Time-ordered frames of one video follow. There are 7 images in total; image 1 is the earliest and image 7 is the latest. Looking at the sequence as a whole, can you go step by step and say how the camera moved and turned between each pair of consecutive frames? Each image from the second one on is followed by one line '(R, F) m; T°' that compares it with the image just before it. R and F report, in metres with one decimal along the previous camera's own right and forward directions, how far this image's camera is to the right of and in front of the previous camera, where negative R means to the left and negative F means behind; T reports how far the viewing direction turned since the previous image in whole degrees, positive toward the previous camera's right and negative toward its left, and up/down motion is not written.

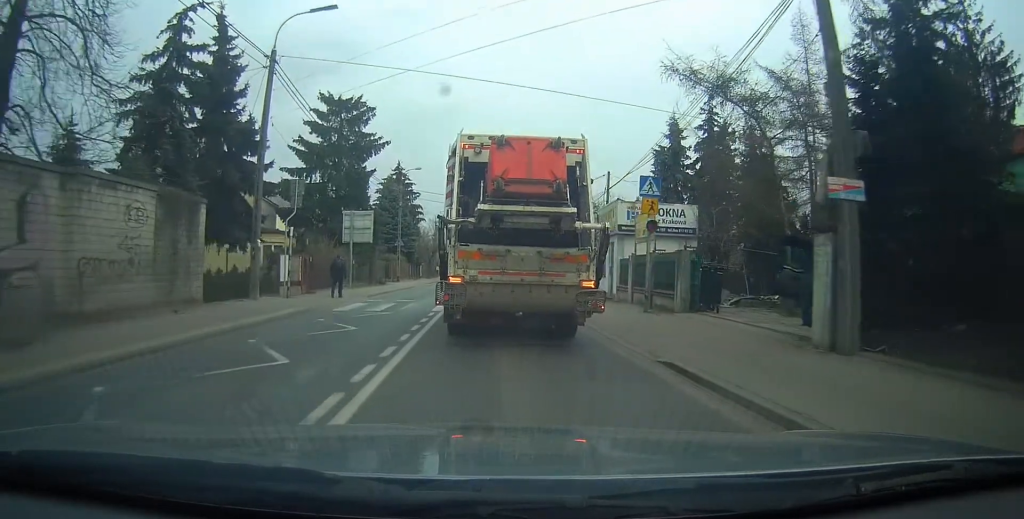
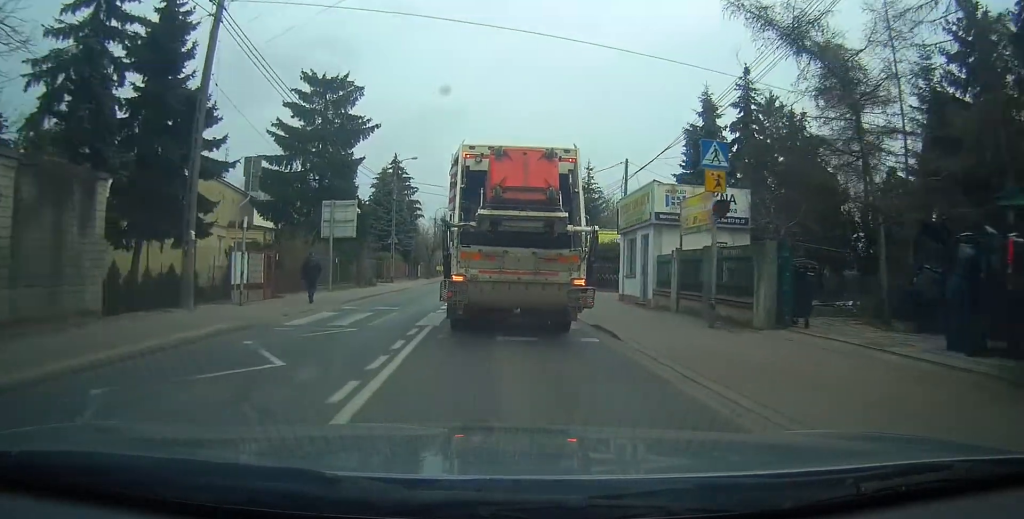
(0.0, +5.5) m; 0°
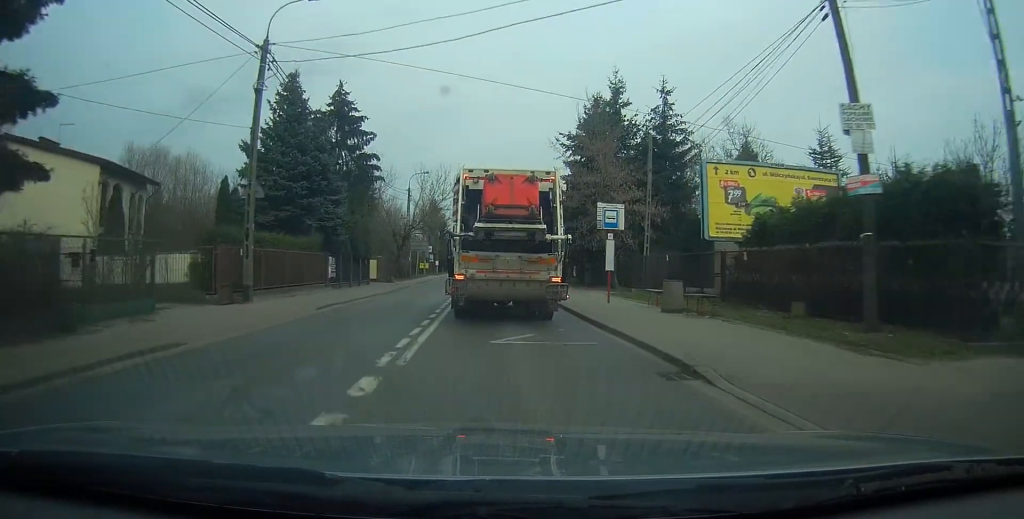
(-0.4, +32.5) m; -1°
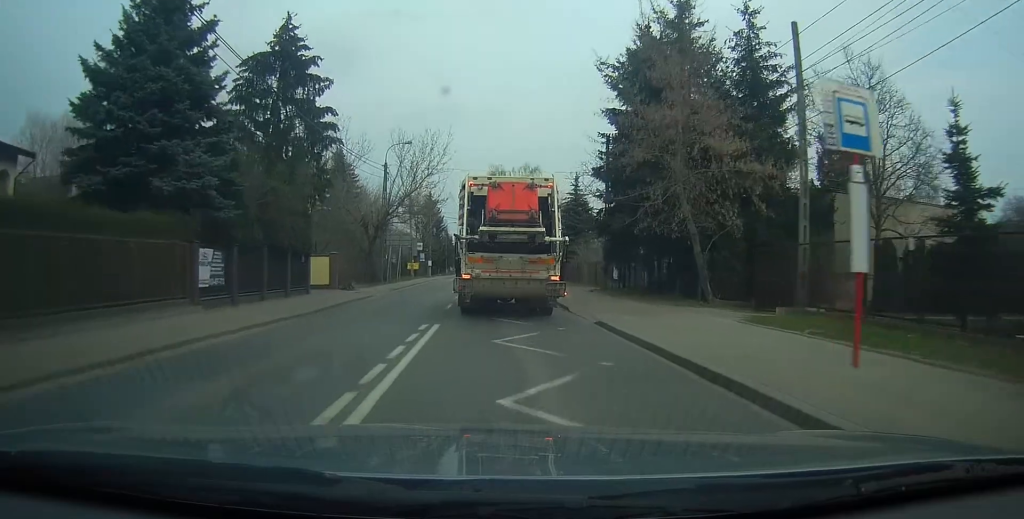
(0.0, +15.2) m; 0°
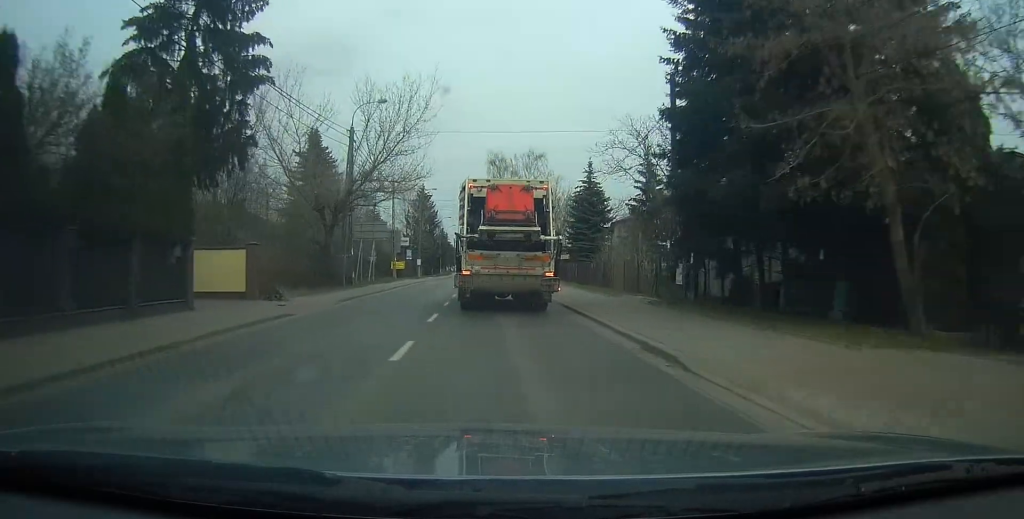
(0.0, +11.8) m; 0°
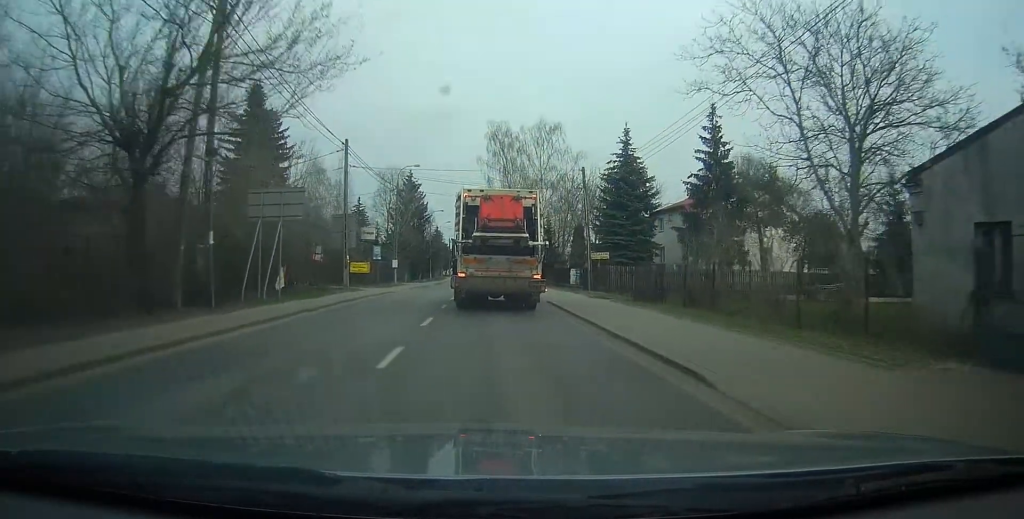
(+0.1, +18.9) m; +1°
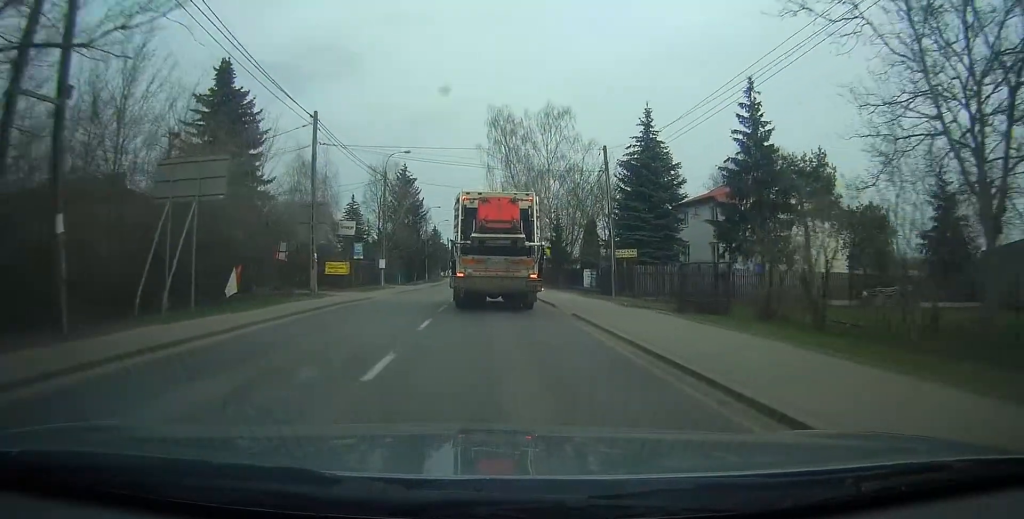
(0.0, +7.1) m; 0°
